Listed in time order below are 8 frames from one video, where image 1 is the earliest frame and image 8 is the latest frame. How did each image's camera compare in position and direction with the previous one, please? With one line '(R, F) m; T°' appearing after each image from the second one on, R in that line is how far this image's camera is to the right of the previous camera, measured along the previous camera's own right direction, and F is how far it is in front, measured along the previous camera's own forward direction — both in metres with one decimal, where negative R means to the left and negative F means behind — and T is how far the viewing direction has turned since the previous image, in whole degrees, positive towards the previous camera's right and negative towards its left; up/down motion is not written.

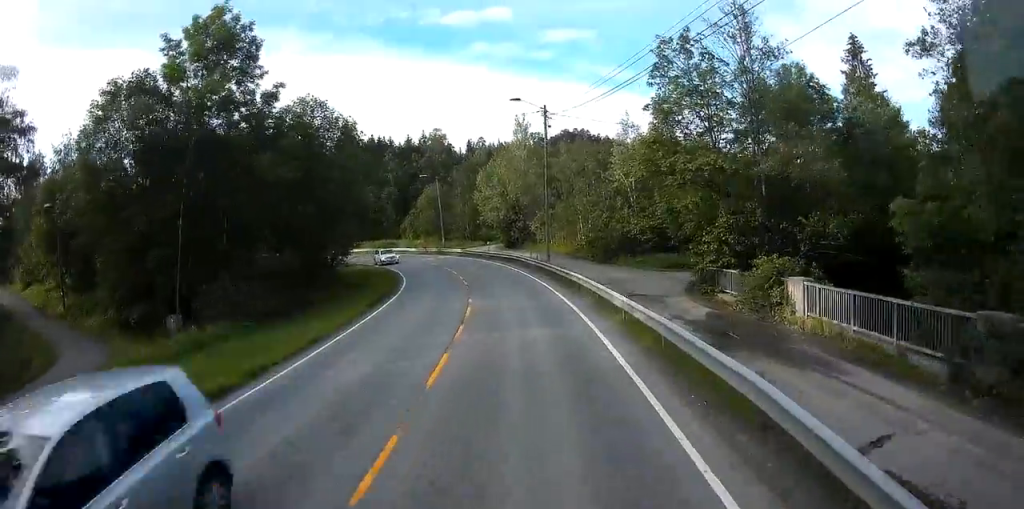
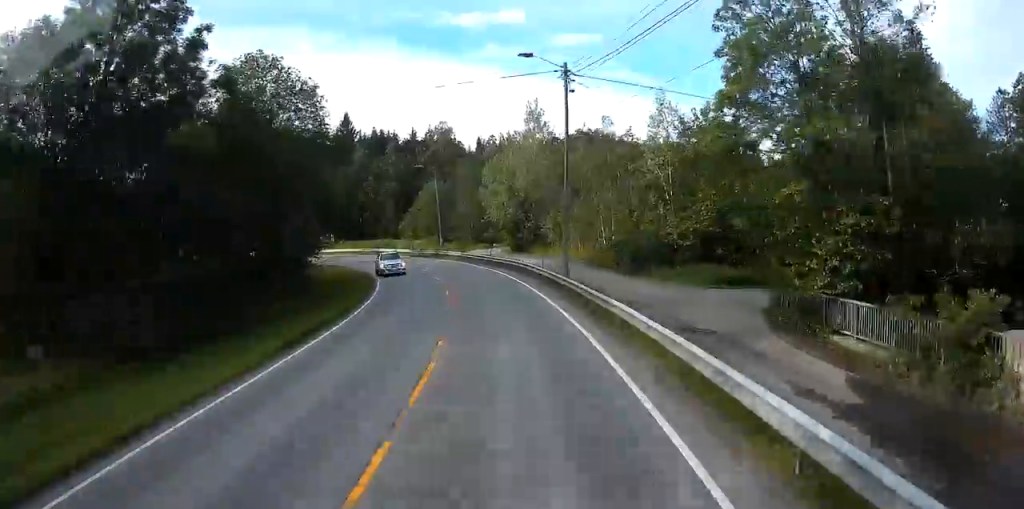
(0.0, +9.3) m; -1°
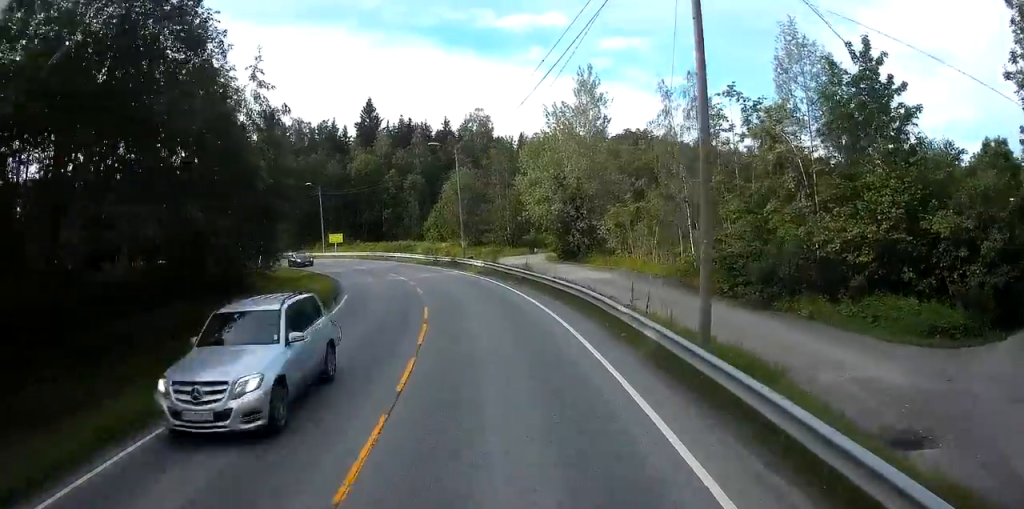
(-0.4, +15.4) m; -5°
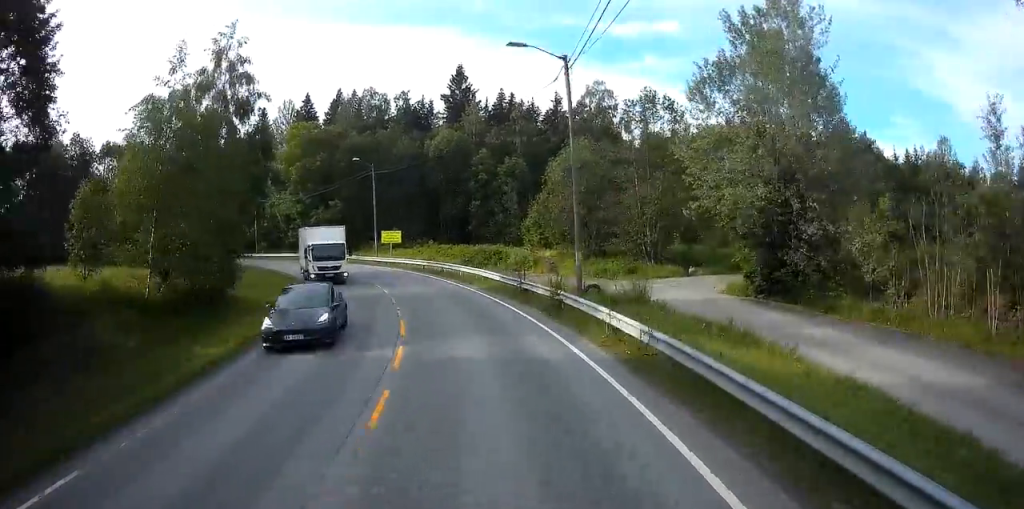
(-2.2, +23.2) m; -10°
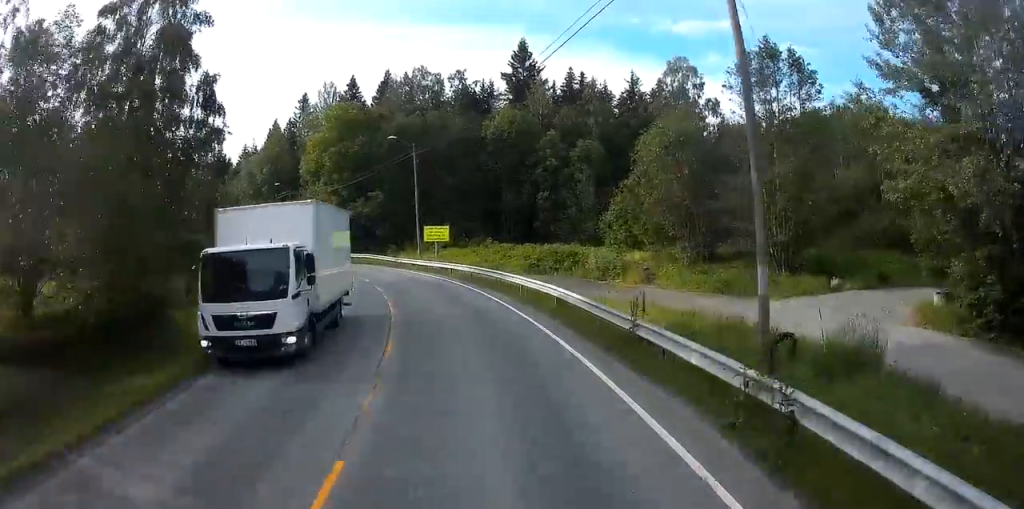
(-0.6, +11.1) m; -7°
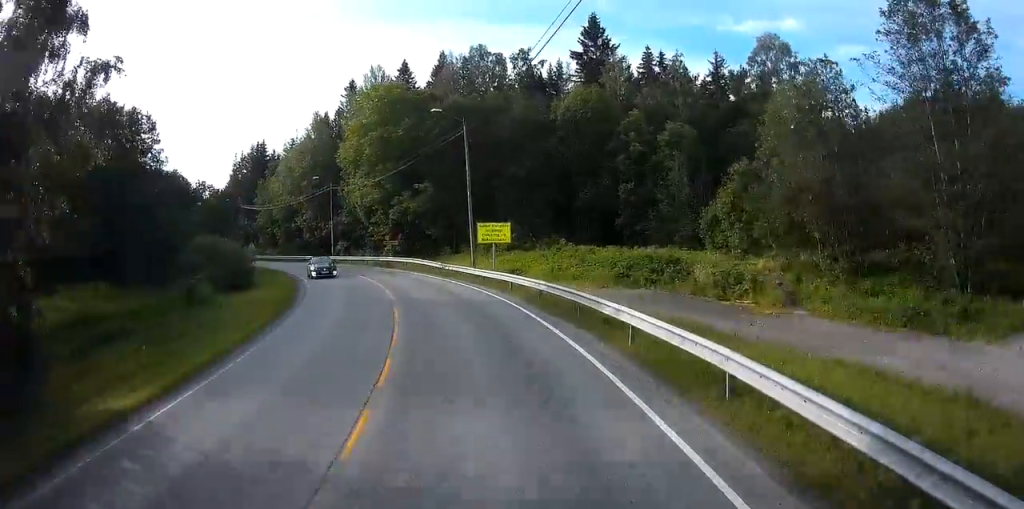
(-0.4, +9.7) m; -7°
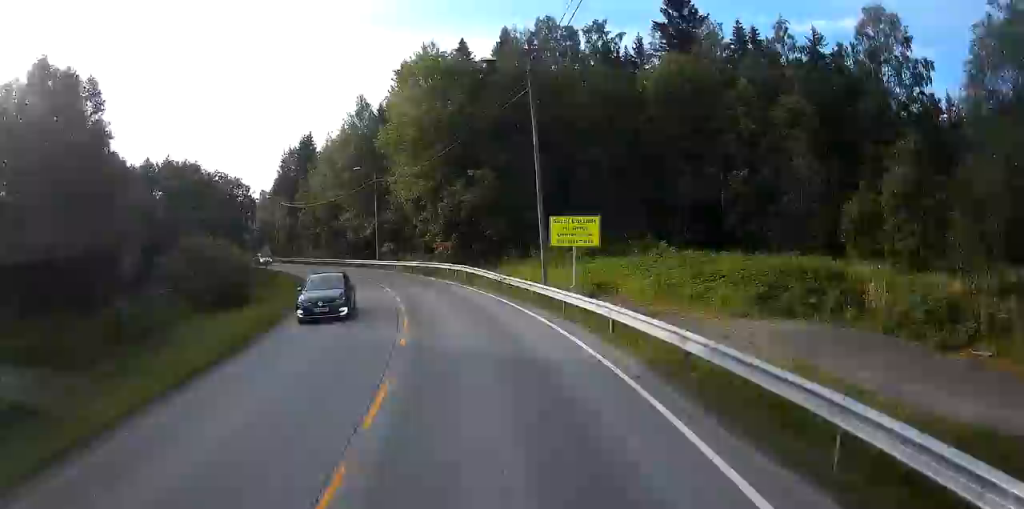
(-0.6, +10.2) m; -6°
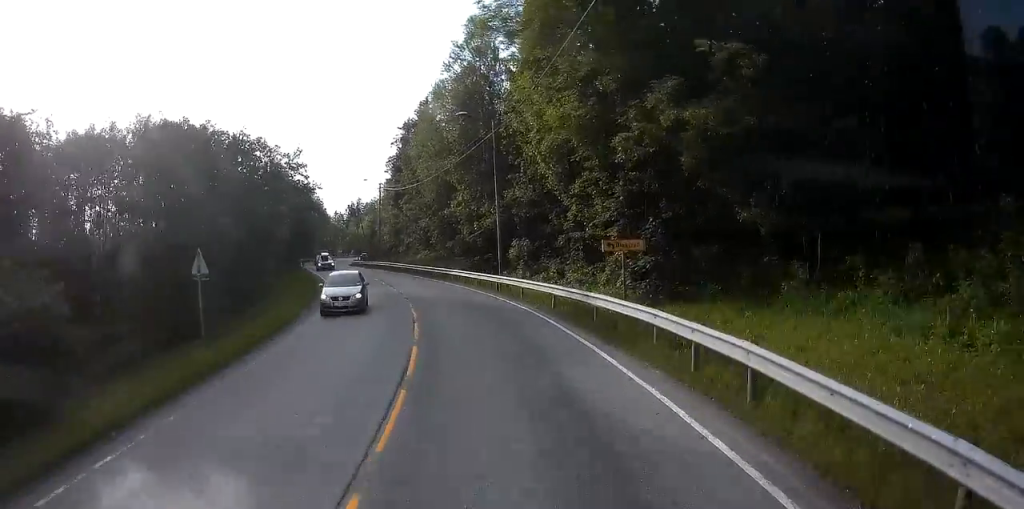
(-3.5, +24.9) m; -15°
